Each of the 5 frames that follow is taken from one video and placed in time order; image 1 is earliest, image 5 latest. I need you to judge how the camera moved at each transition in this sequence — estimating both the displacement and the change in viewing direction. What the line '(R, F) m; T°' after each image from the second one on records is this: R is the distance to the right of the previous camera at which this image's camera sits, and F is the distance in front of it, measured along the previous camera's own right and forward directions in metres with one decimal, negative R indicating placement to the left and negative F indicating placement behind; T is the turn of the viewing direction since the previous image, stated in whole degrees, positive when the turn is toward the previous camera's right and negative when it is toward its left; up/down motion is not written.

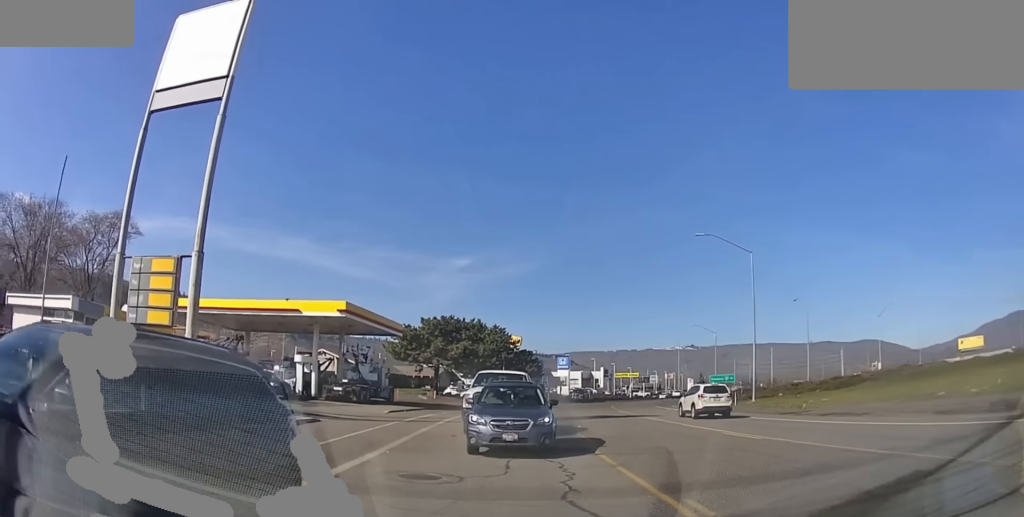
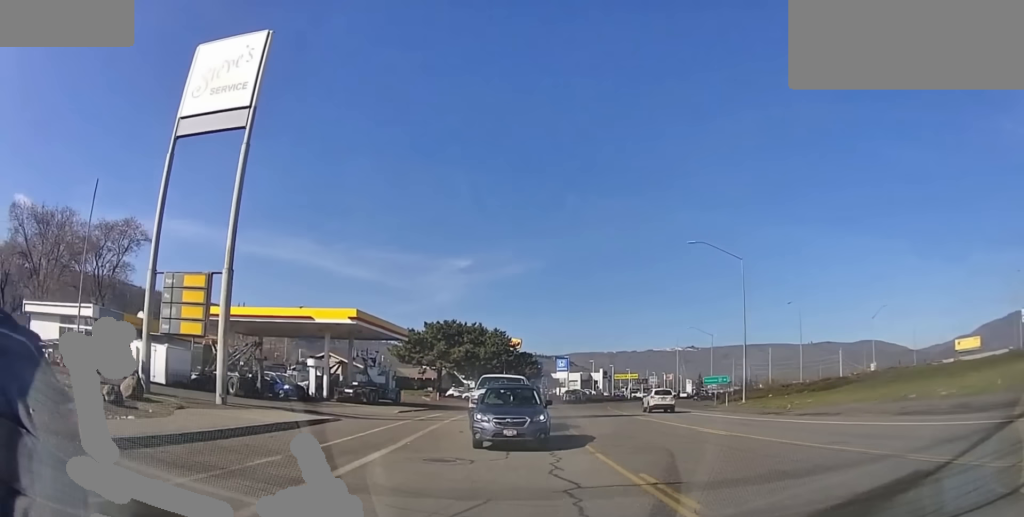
(0.0, +2.8) m; -1°
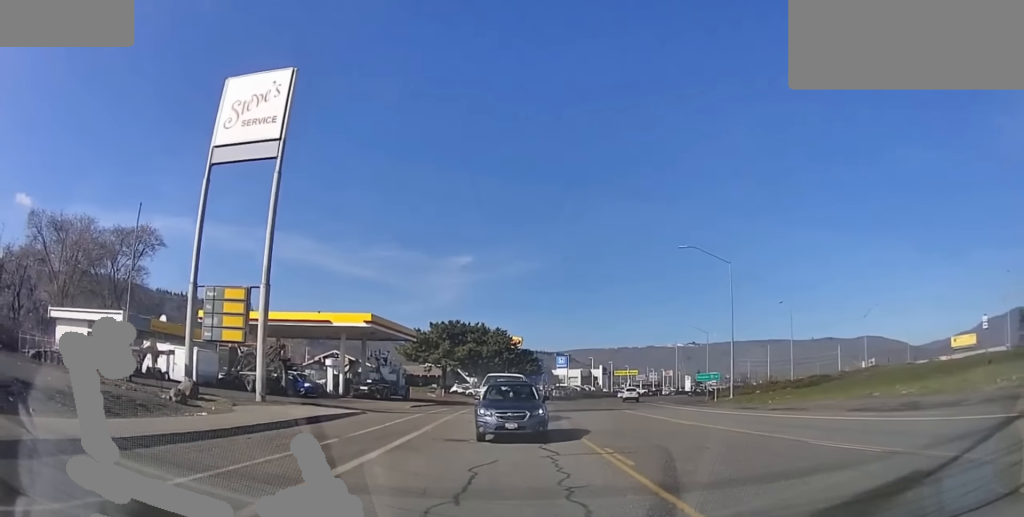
(-0.3, +5.6) m; -6°
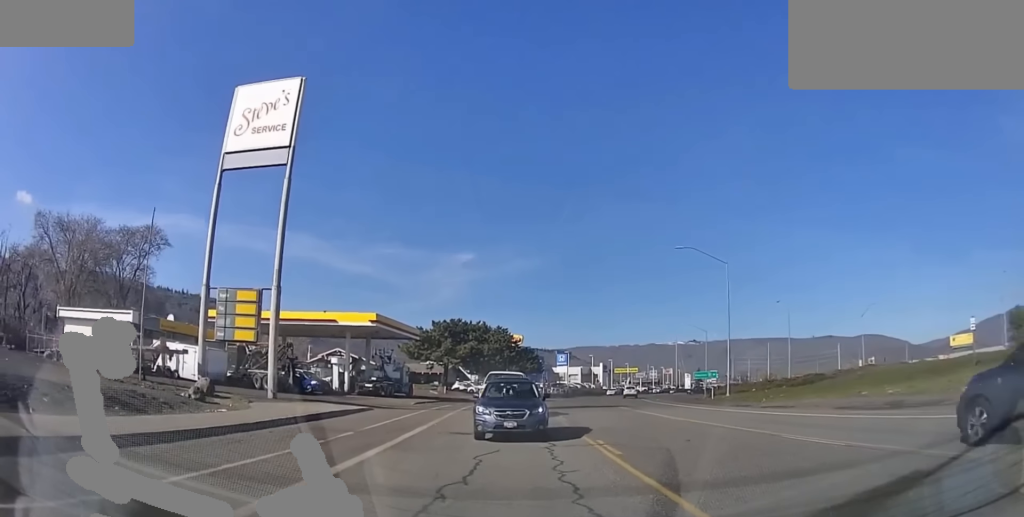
(0.0, +1.6) m; -6°
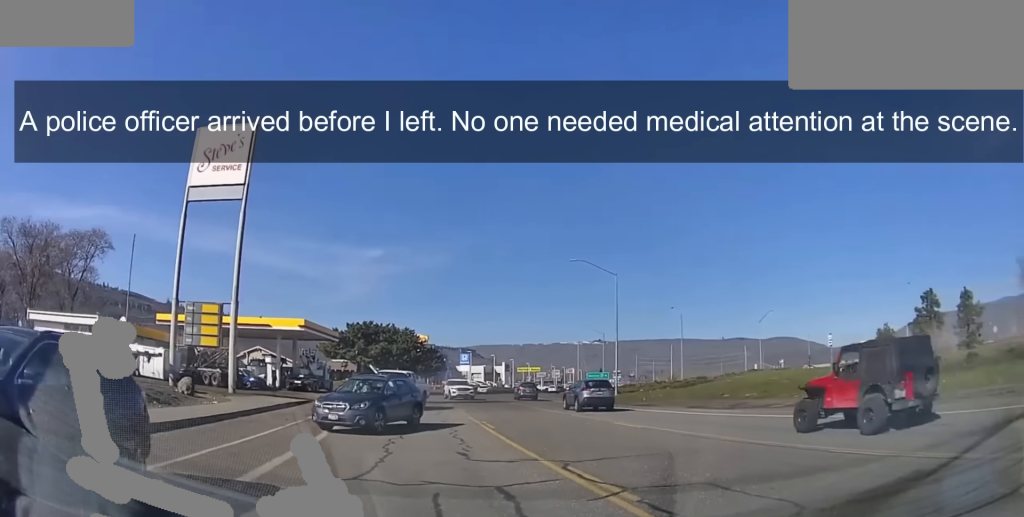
(+1.2, +6.1) m; +11°
